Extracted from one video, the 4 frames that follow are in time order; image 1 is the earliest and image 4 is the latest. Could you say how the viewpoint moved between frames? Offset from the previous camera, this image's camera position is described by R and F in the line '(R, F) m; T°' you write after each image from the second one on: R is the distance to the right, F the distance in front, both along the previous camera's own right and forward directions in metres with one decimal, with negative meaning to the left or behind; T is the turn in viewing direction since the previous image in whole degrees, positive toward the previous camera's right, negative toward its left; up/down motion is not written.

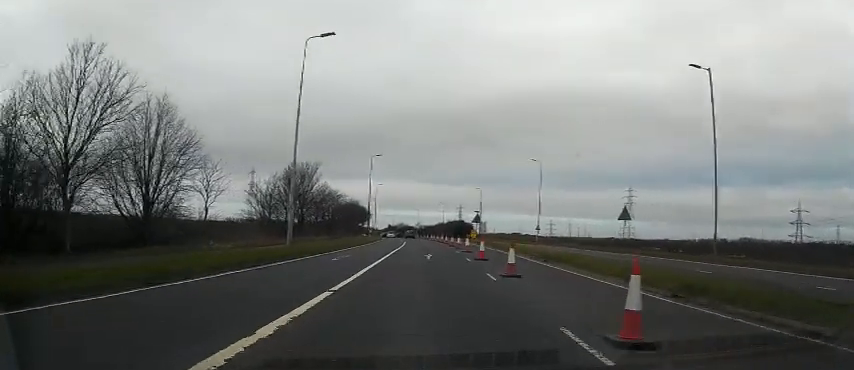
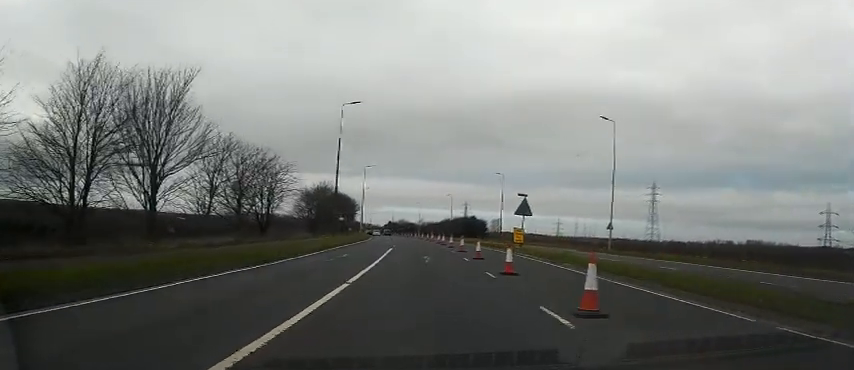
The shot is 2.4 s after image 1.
(-0.5, +30.2) m; -2°
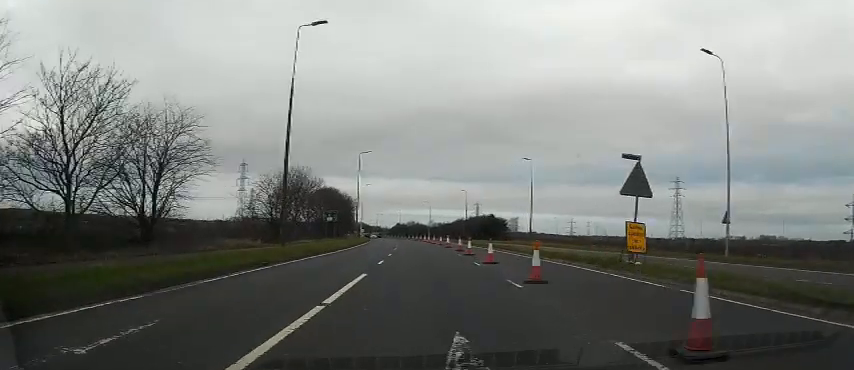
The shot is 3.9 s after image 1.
(0.0, +19.1) m; 0°
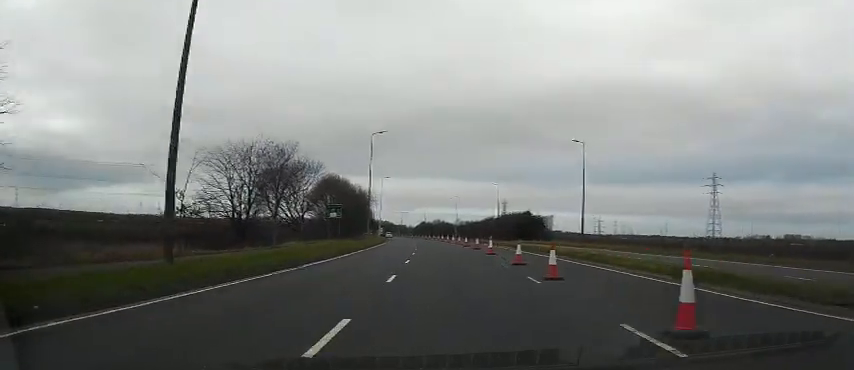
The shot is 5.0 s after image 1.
(0.0, +14.3) m; -1°
